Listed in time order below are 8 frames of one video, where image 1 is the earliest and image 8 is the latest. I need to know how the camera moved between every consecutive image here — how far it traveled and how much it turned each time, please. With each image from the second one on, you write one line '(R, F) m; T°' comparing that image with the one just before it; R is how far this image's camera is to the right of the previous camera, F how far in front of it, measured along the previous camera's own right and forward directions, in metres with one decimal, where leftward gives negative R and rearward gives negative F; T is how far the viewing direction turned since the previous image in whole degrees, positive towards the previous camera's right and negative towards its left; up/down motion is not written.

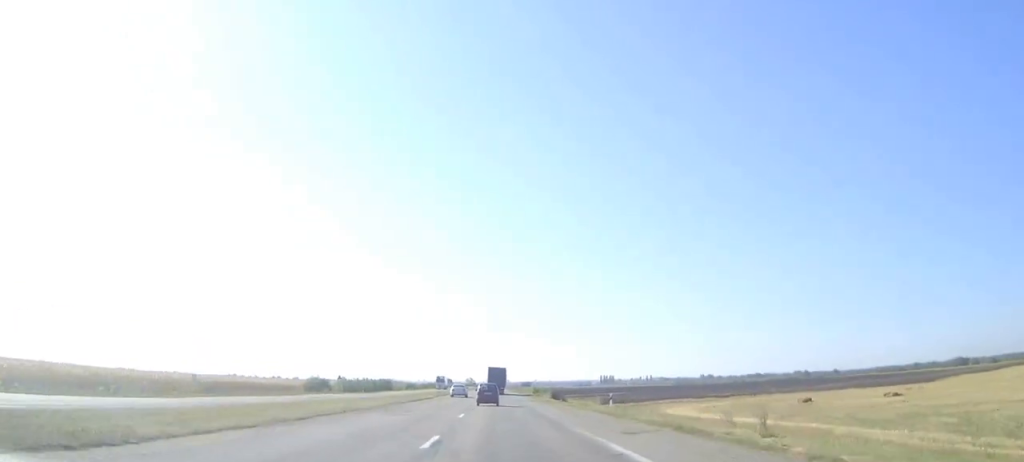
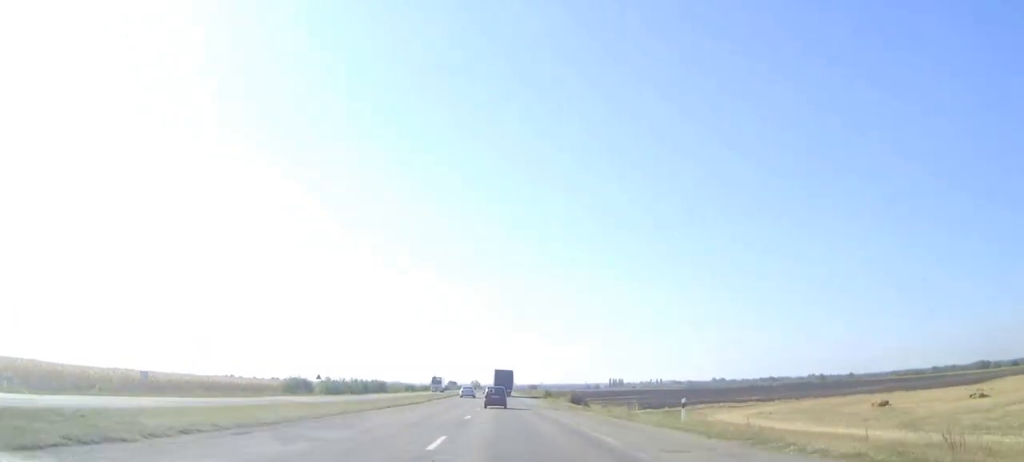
(0.0, +16.2) m; 0°
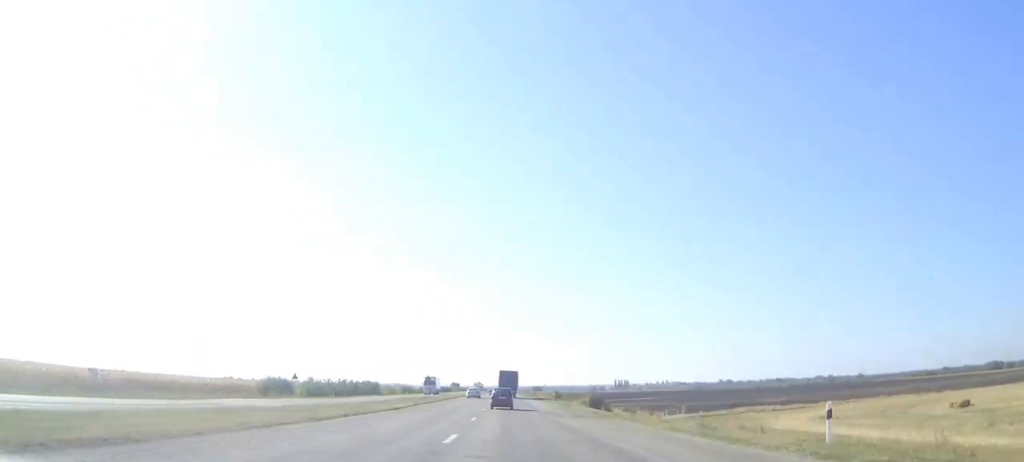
(0.0, +13.6) m; 0°
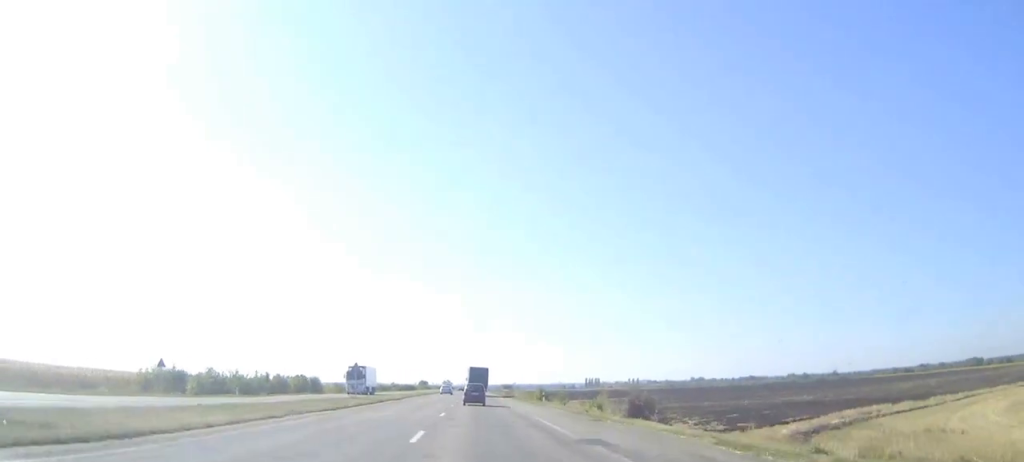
(+0.1, +32.5) m; 0°
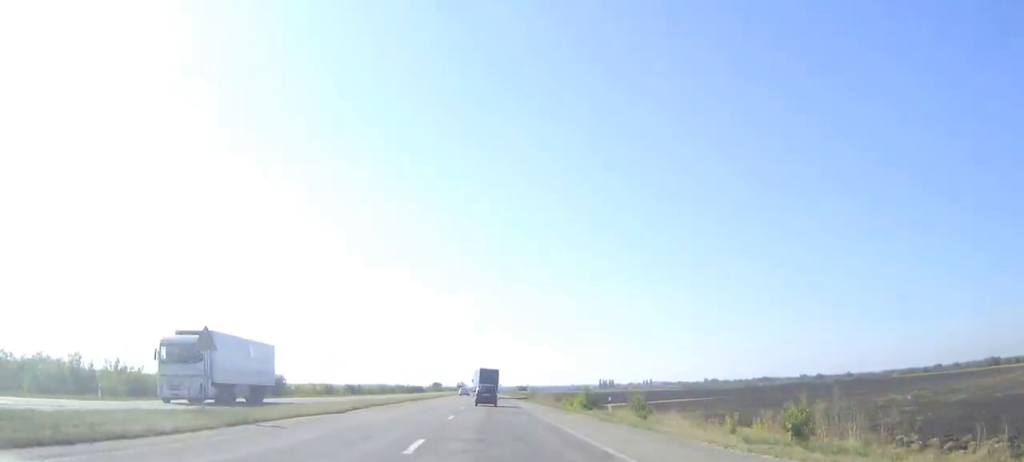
(0.0, +34.6) m; 0°
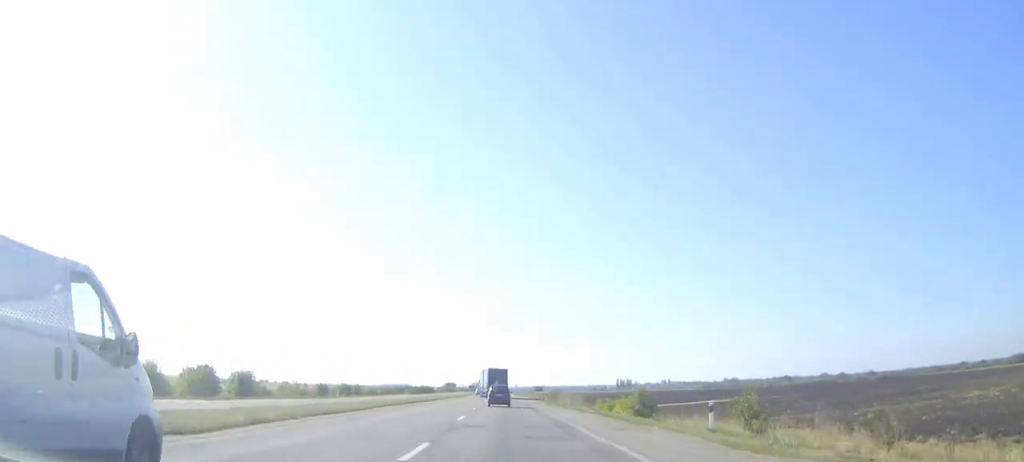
(-0.1, +17.8) m; 0°
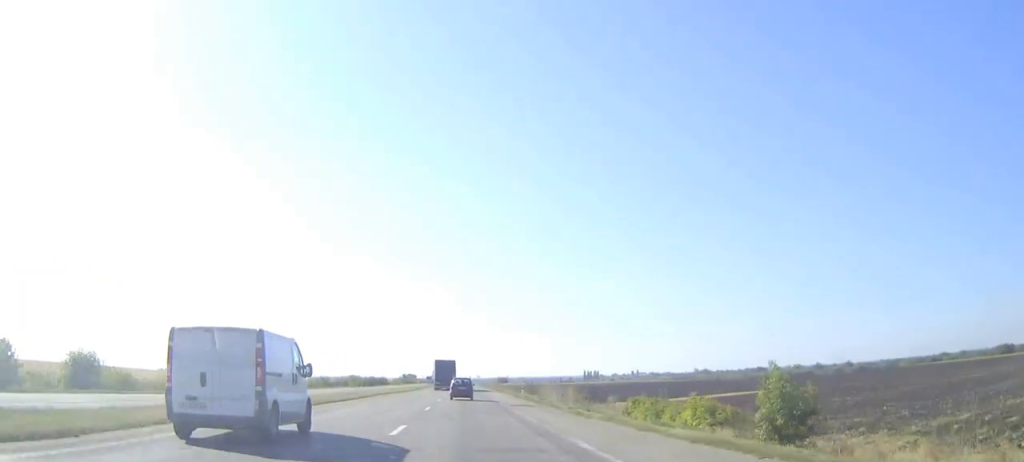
(0.0, +26.7) m; 0°
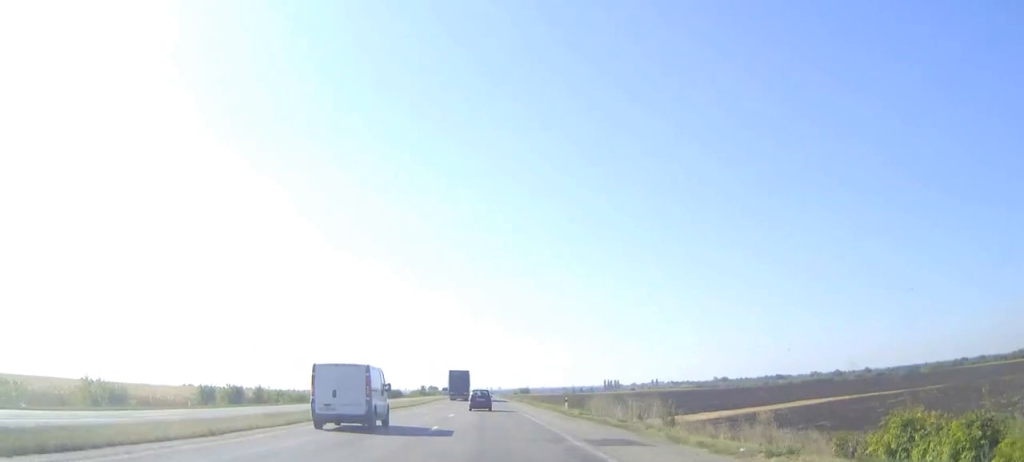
(+0.1, +26.4) m; 0°
